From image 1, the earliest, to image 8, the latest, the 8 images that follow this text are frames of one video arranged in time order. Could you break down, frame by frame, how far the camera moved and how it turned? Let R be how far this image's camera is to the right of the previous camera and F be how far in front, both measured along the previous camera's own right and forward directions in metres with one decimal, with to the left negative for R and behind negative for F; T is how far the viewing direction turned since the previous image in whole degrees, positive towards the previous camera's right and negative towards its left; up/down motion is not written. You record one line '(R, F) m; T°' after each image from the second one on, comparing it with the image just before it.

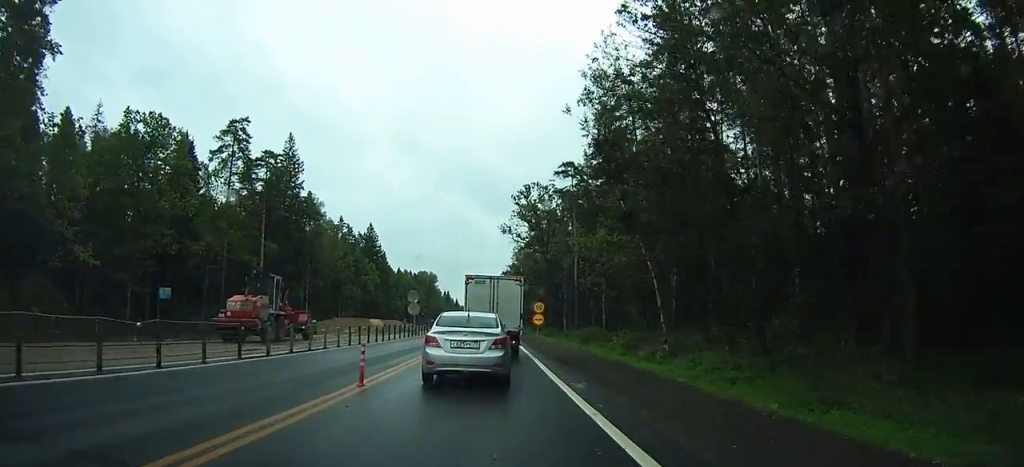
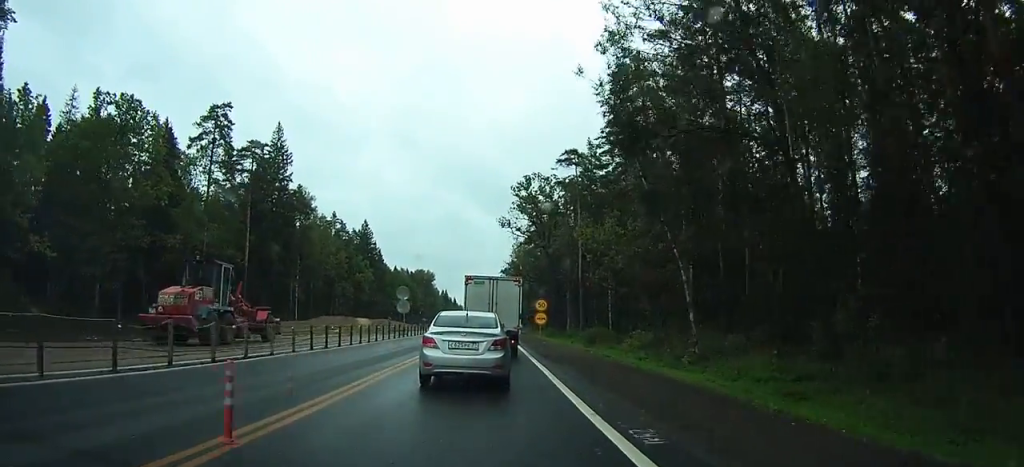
(+0.1, +5.9) m; 0°
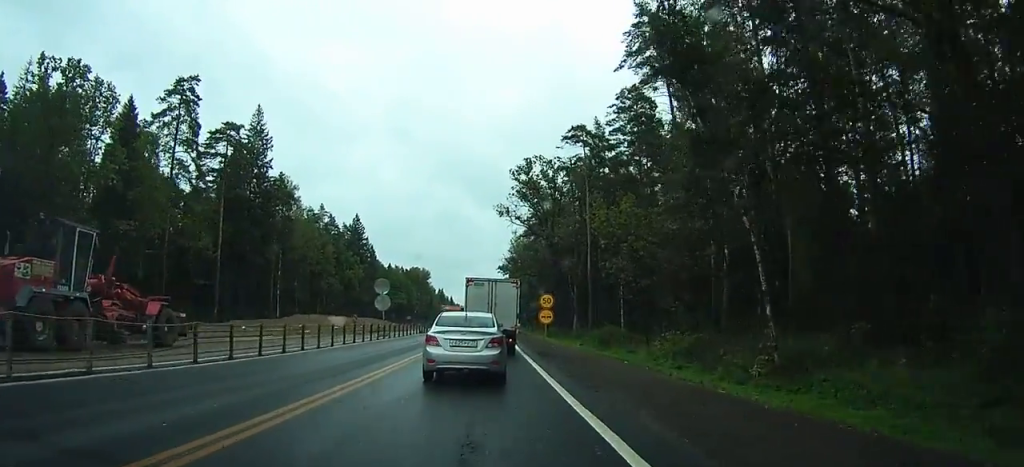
(-0.2, +9.7) m; -2°
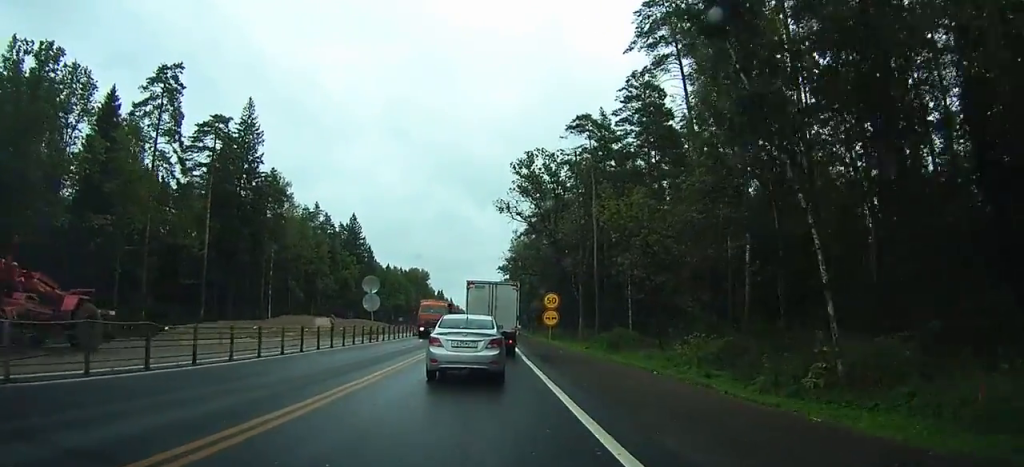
(-0.1, +4.3) m; -1°
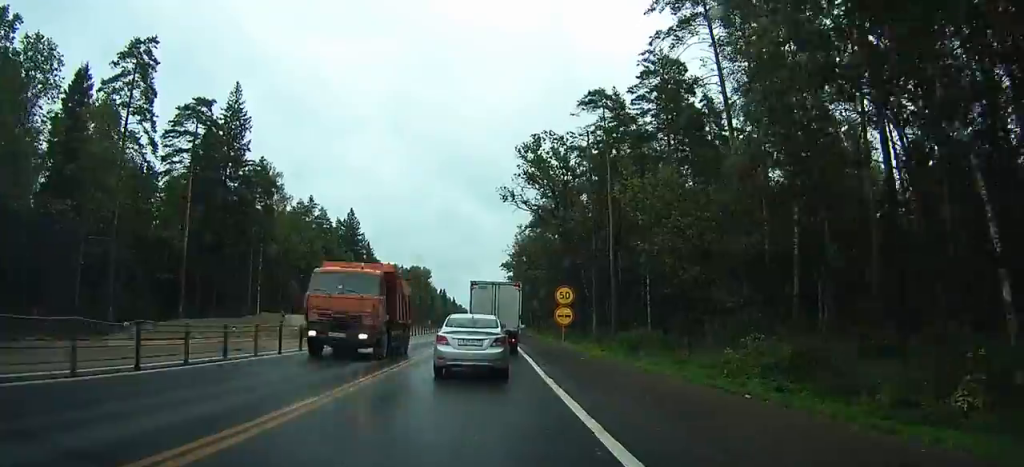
(-0.1, +6.6) m; -1°
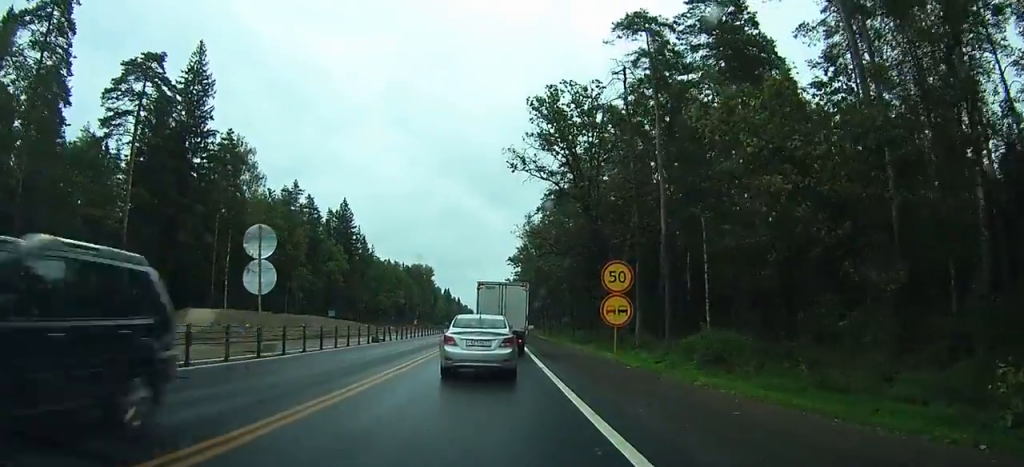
(-0.1, +13.6) m; 0°
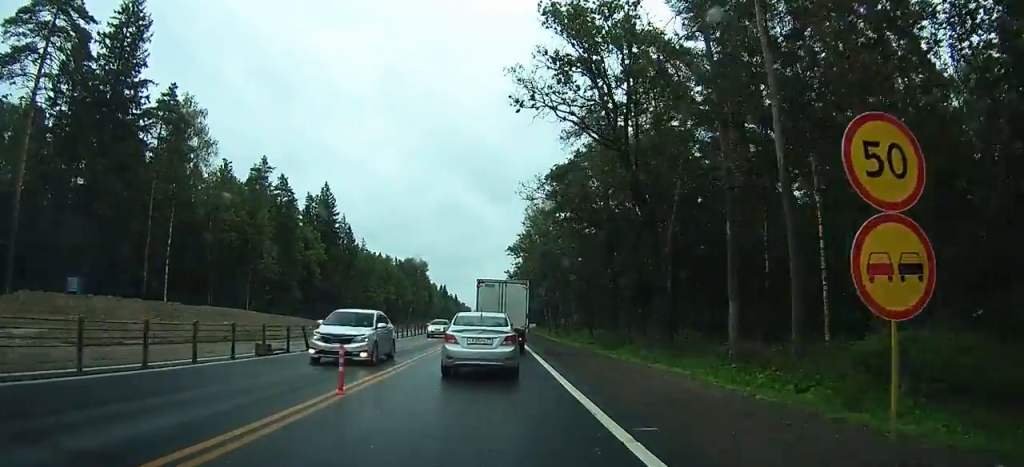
(+0.3, +15.6) m; +2°
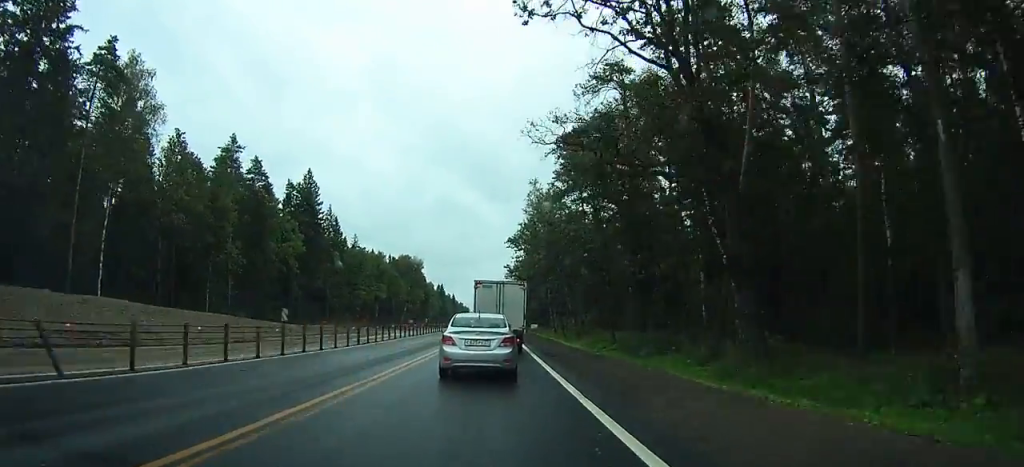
(+0.1, +12.2) m; 0°
